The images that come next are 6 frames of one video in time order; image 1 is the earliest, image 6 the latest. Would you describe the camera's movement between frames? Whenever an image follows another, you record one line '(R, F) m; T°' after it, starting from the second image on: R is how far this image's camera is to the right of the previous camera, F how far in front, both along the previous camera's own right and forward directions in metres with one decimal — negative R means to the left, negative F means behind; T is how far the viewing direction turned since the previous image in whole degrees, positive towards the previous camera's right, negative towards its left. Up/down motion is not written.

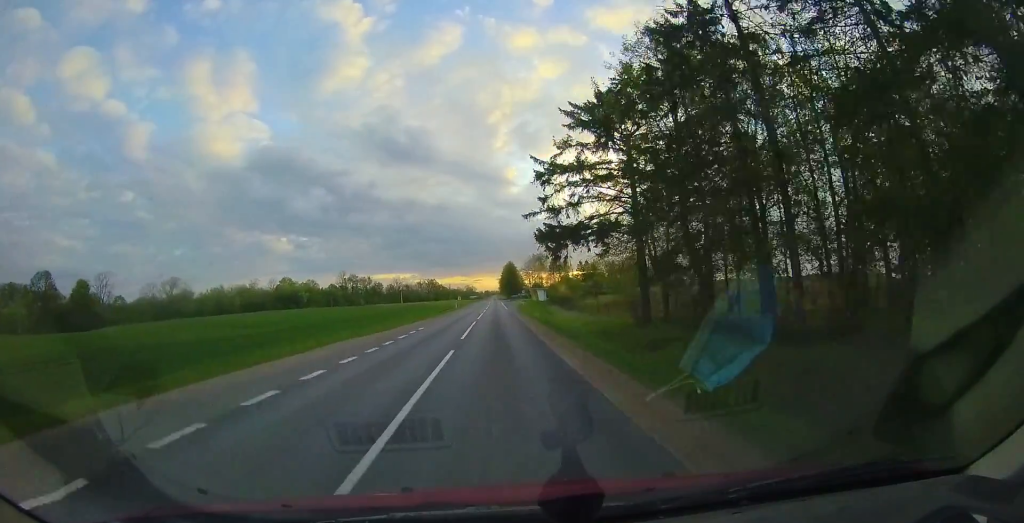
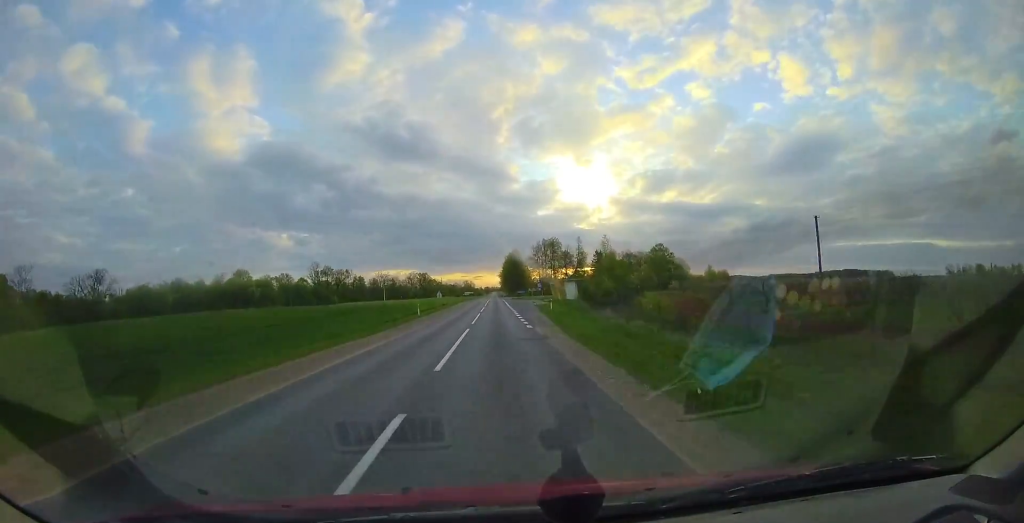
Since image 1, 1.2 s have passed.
(+0.4, +29.5) m; +1°
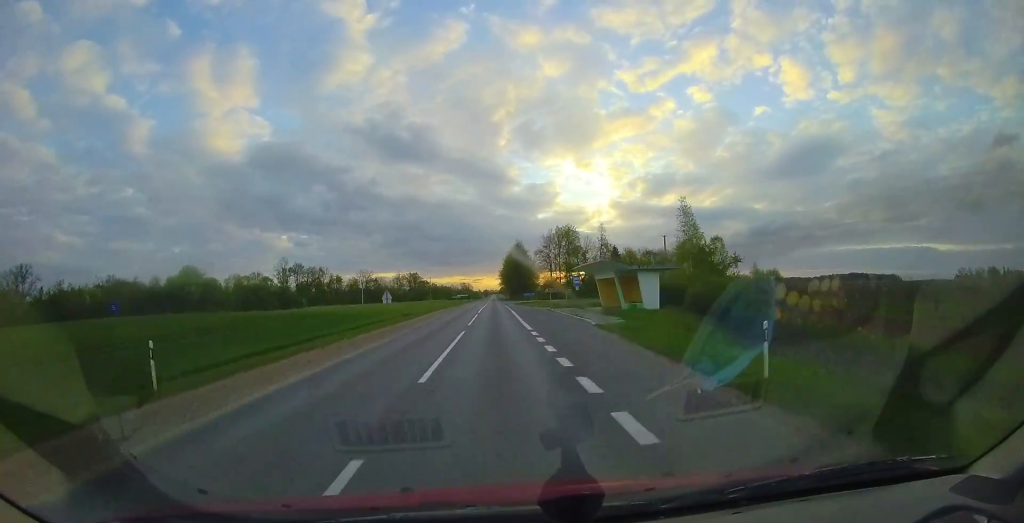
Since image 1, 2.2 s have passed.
(-0.1, +25.2) m; 0°
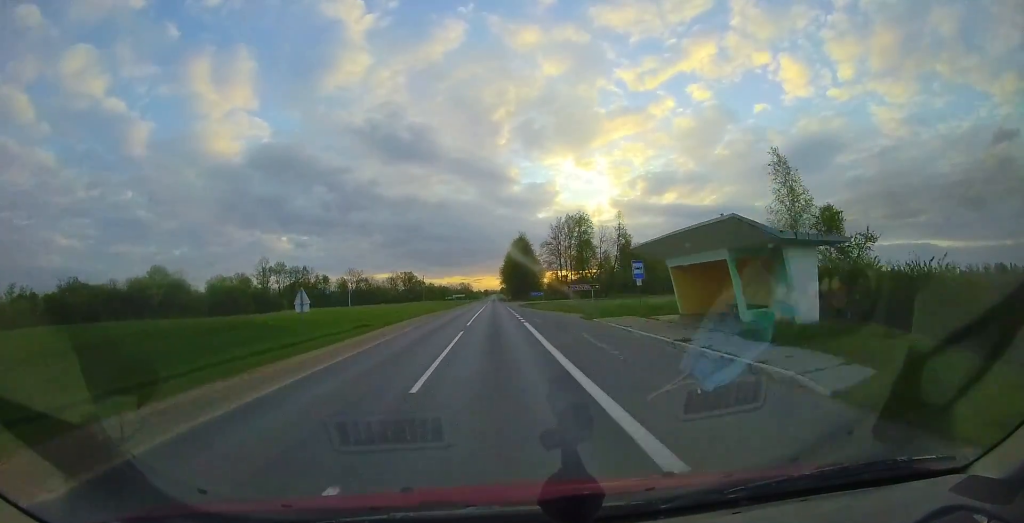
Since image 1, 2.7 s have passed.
(0.0, +12.4) m; 0°
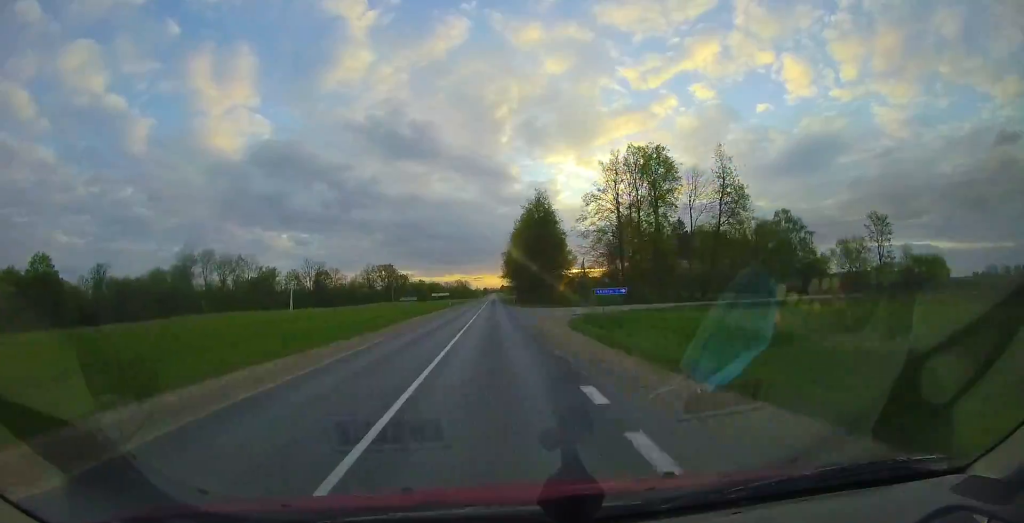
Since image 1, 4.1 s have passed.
(-0.2, +35.9) m; -1°
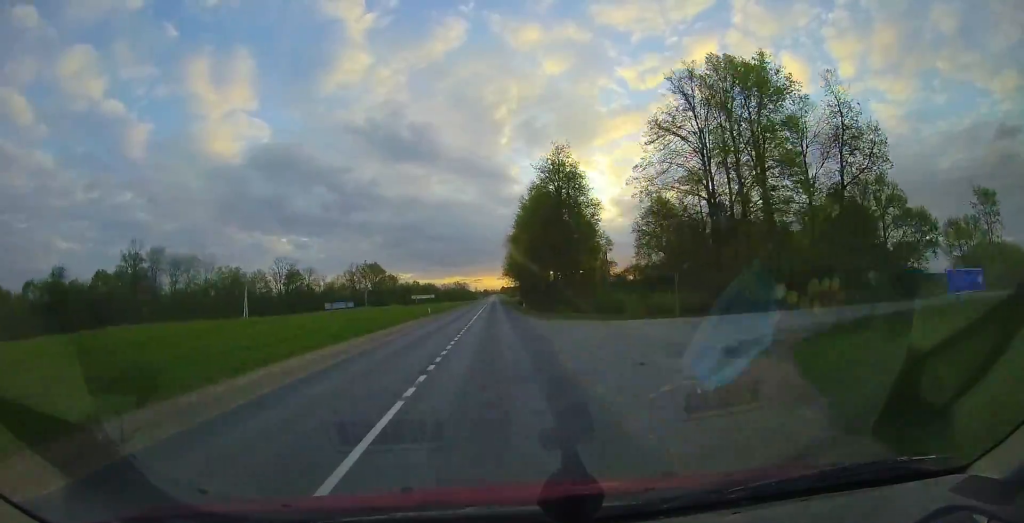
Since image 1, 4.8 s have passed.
(0.0, +17.2) m; 0°
